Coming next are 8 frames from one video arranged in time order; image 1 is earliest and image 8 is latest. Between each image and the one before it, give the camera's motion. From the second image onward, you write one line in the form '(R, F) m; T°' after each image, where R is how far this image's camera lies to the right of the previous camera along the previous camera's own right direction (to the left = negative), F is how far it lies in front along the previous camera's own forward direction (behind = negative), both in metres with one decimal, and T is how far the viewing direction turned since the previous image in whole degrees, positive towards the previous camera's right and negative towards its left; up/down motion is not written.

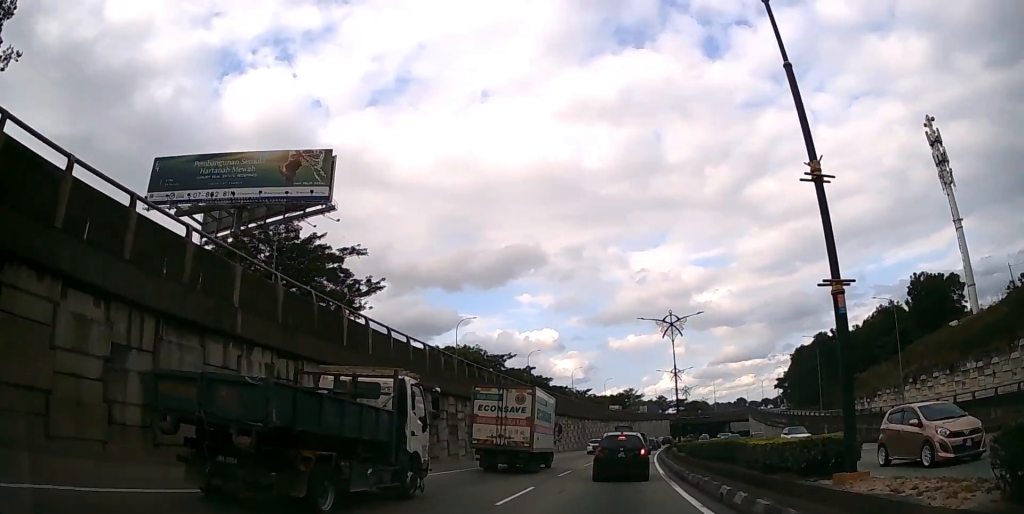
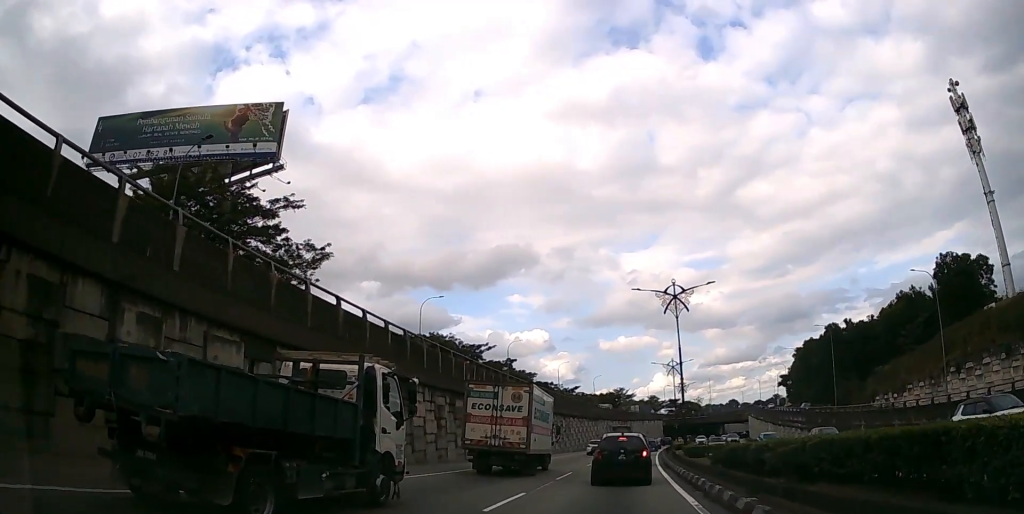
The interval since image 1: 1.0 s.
(+0.1, +10.4) m; +1°
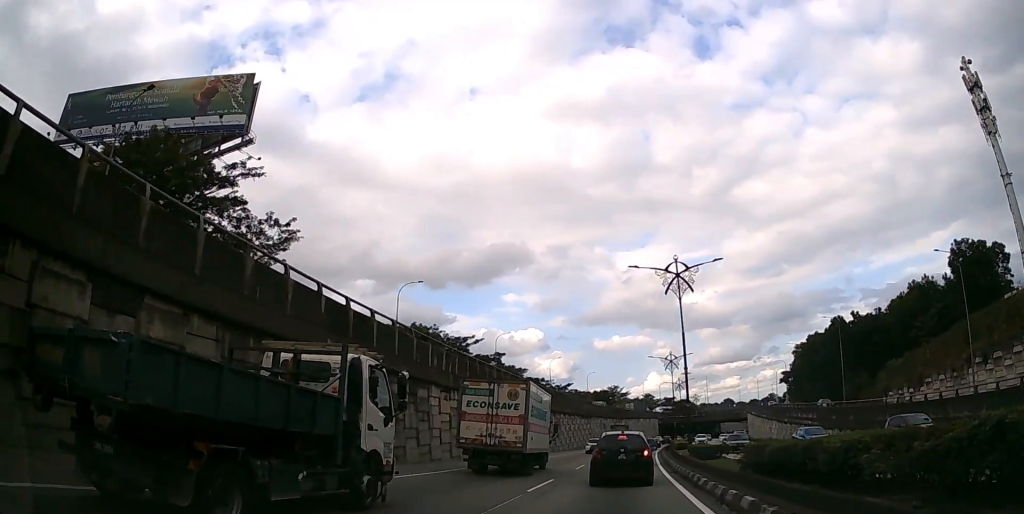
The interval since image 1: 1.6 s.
(0.0, +5.1) m; 0°
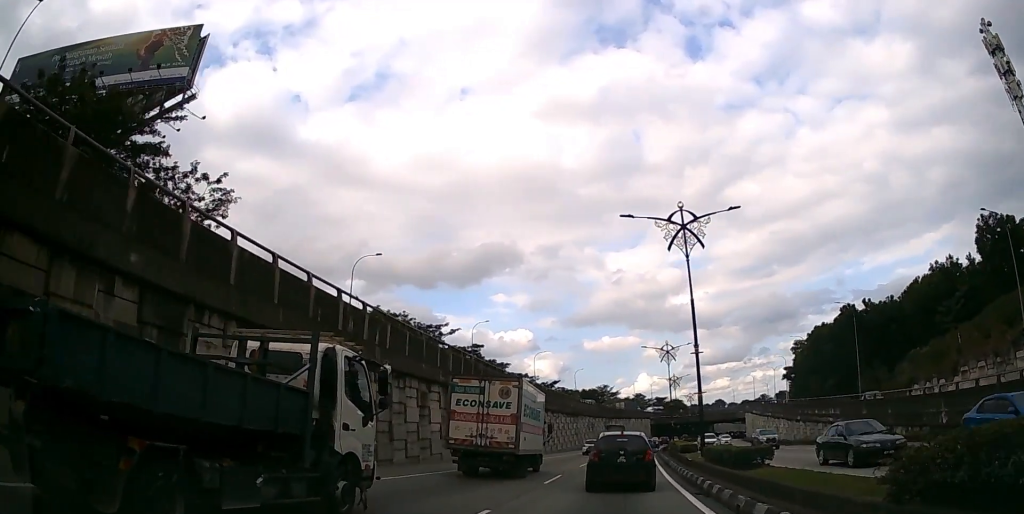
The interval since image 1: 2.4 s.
(0.0, +8.5) m; +1°
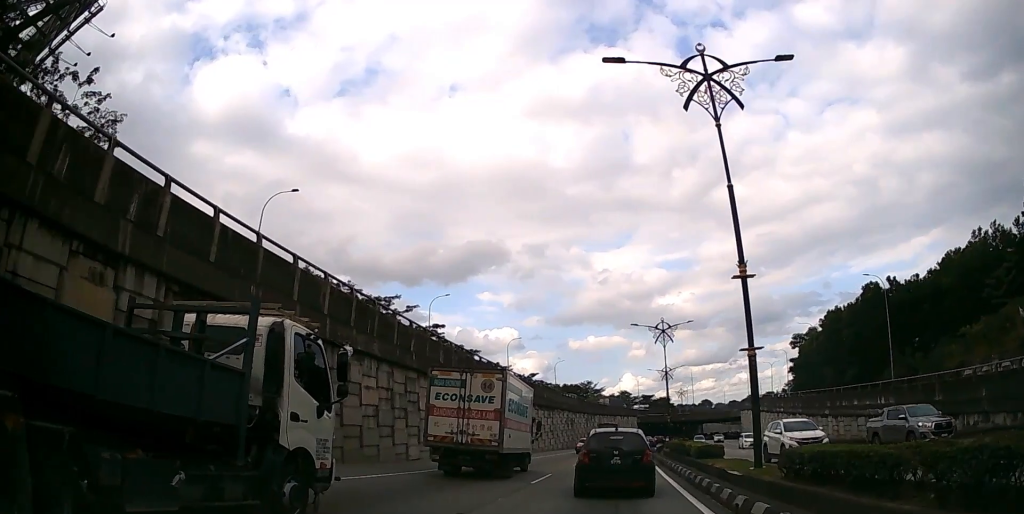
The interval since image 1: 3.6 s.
(+0.2, +12.1) m; +2°
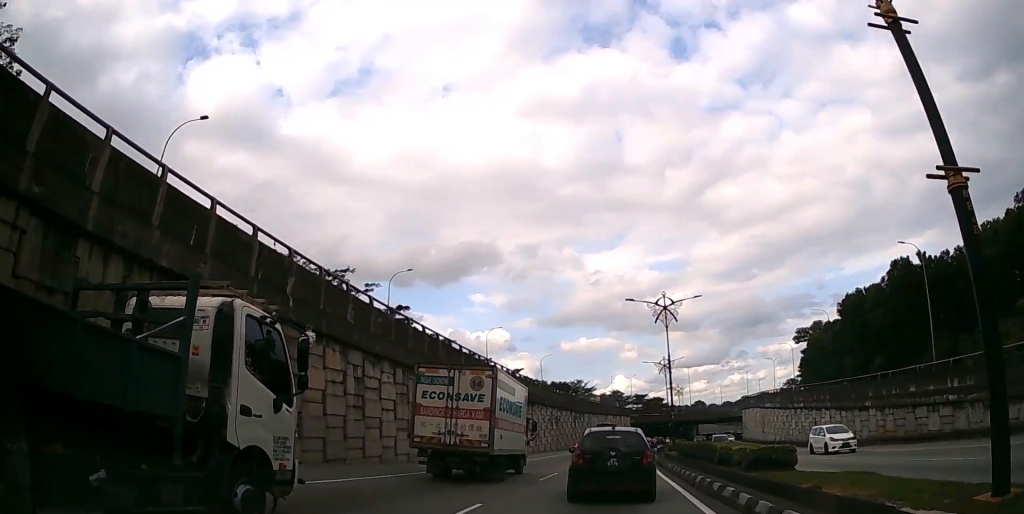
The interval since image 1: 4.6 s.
(+0.1, +10.0) m; +1°
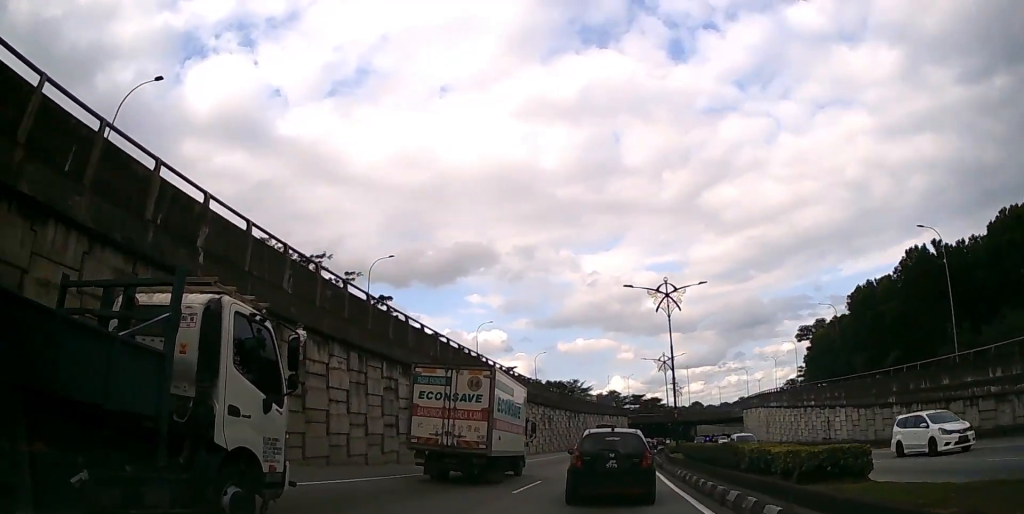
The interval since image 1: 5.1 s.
(0.0, +4.6) m; +1°
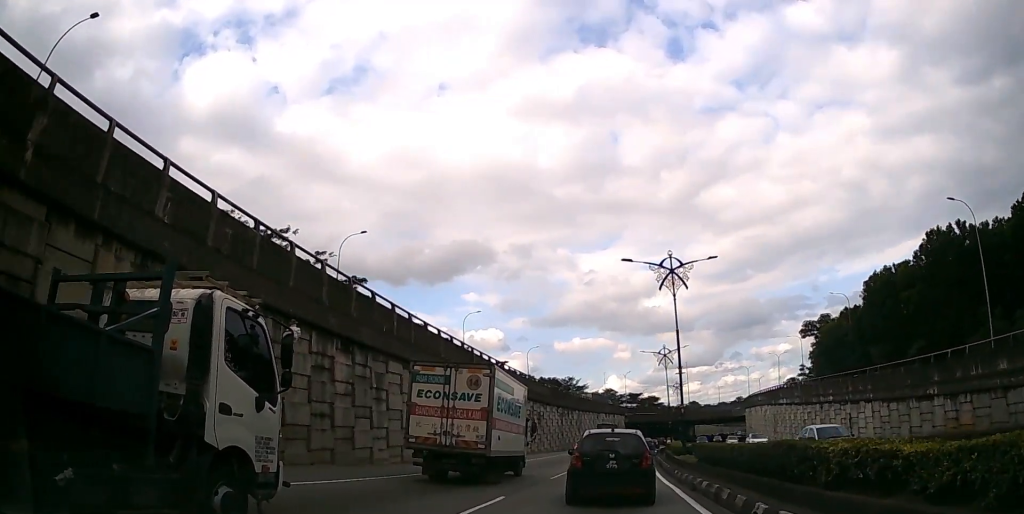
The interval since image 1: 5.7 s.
(0.0, +5.7) m; +1°
